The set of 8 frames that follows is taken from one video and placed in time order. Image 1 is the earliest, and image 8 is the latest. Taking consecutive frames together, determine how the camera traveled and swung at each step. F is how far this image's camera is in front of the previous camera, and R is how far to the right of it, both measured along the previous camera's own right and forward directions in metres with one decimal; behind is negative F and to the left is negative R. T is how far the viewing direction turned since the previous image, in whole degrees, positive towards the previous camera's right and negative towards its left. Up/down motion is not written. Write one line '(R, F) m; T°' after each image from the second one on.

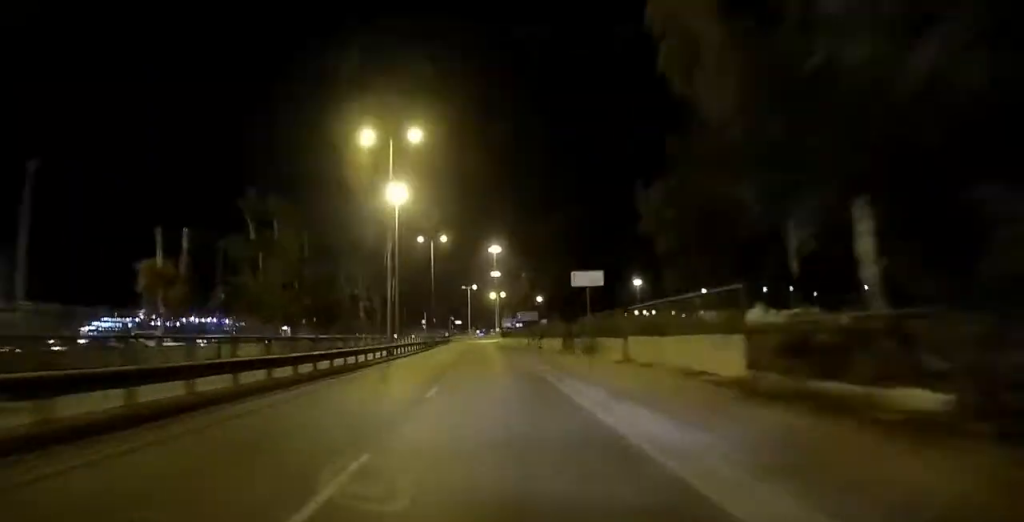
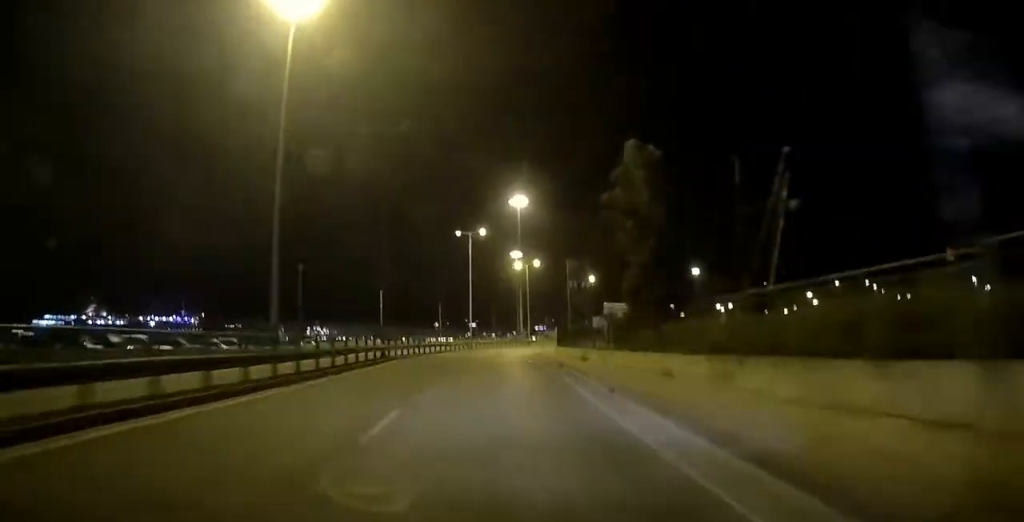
(-0.3, +78.4) m; +7°
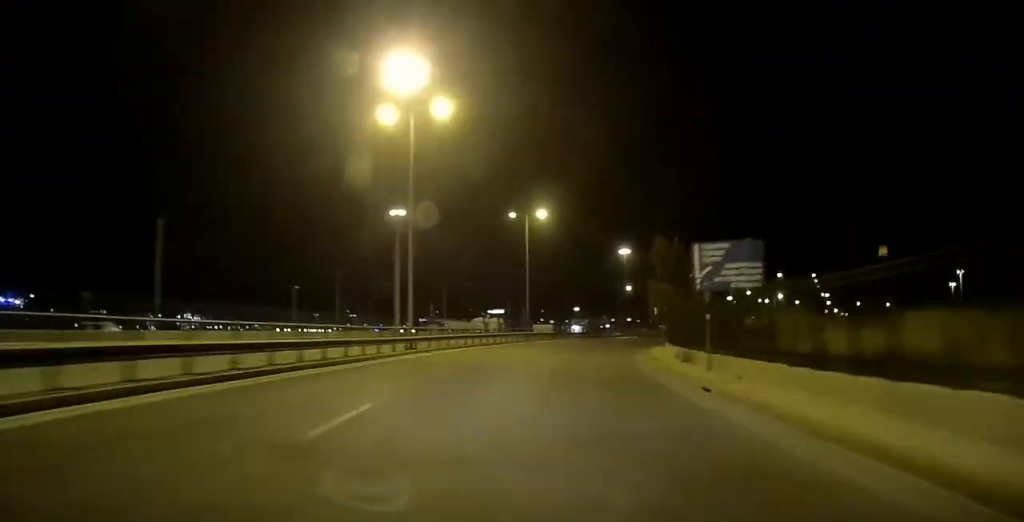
(+7.4, +65.0) m; +15°
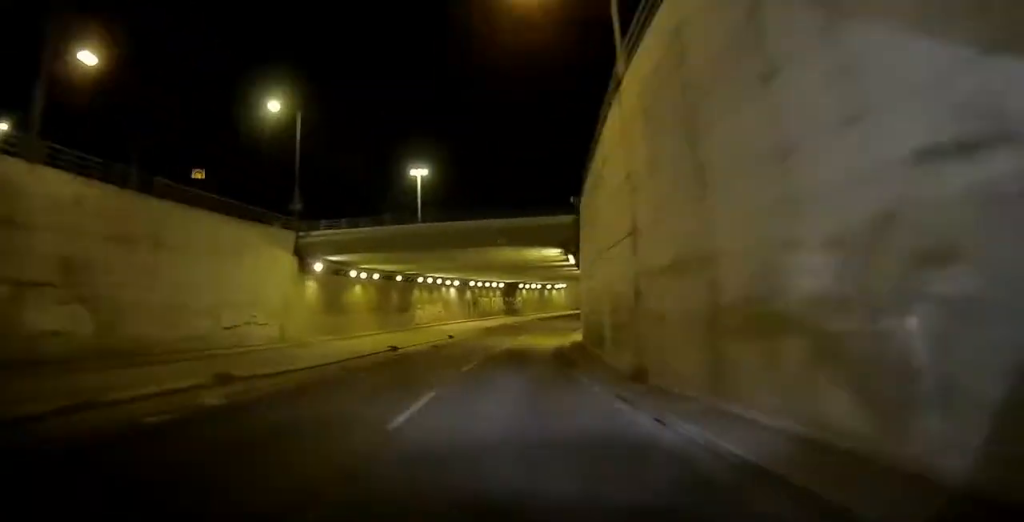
(+122.5, +195.6) m; +59°
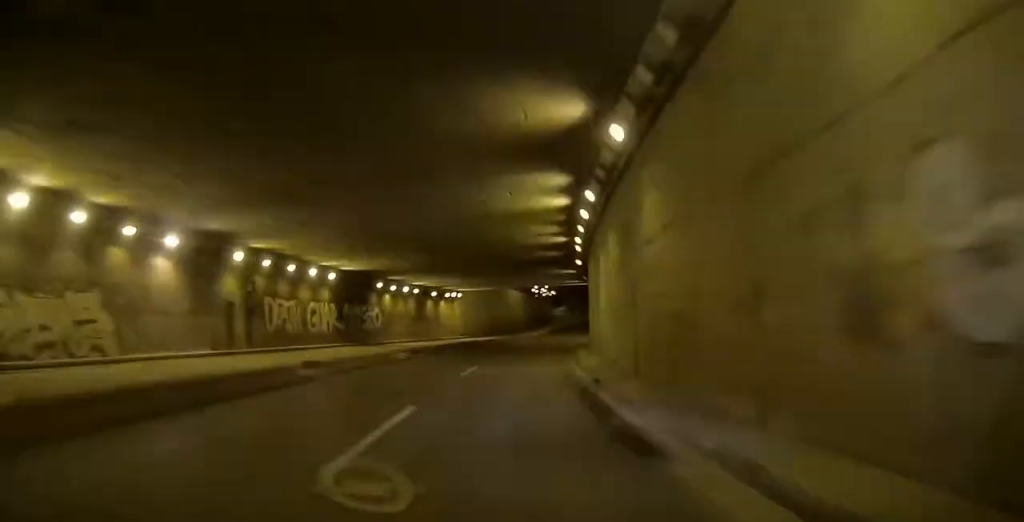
(-0.6, +47.2) m; +9°
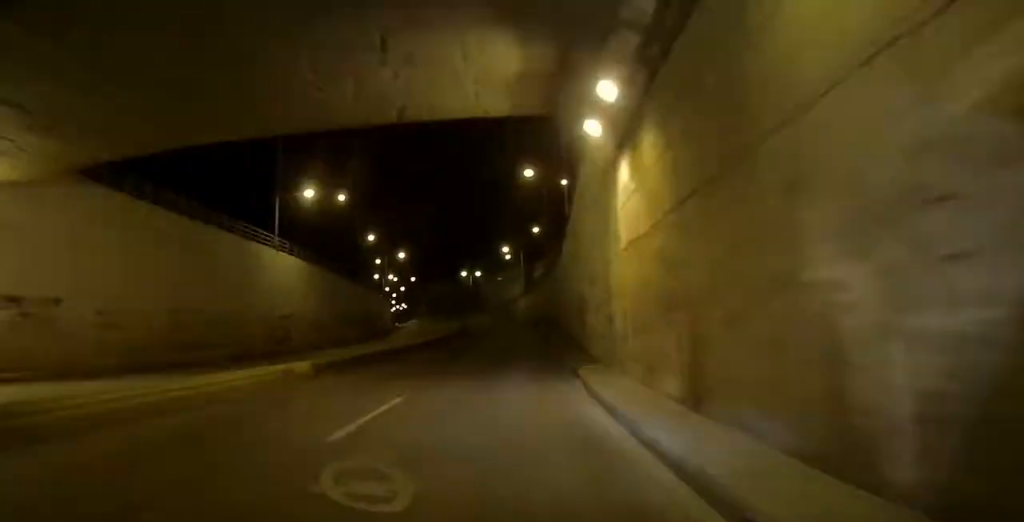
(+9.4, +55.8) m; +4°
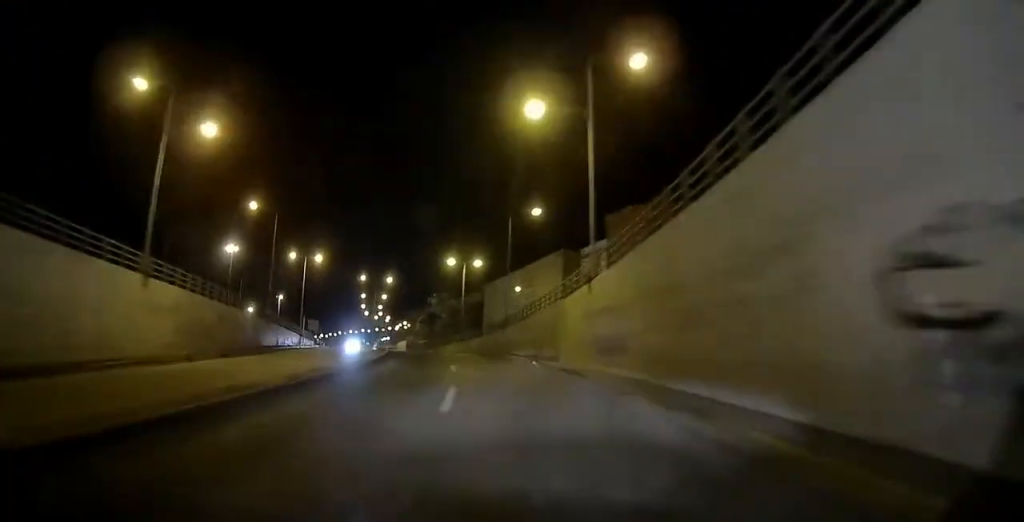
(+8.4, +56.7) m; +1°
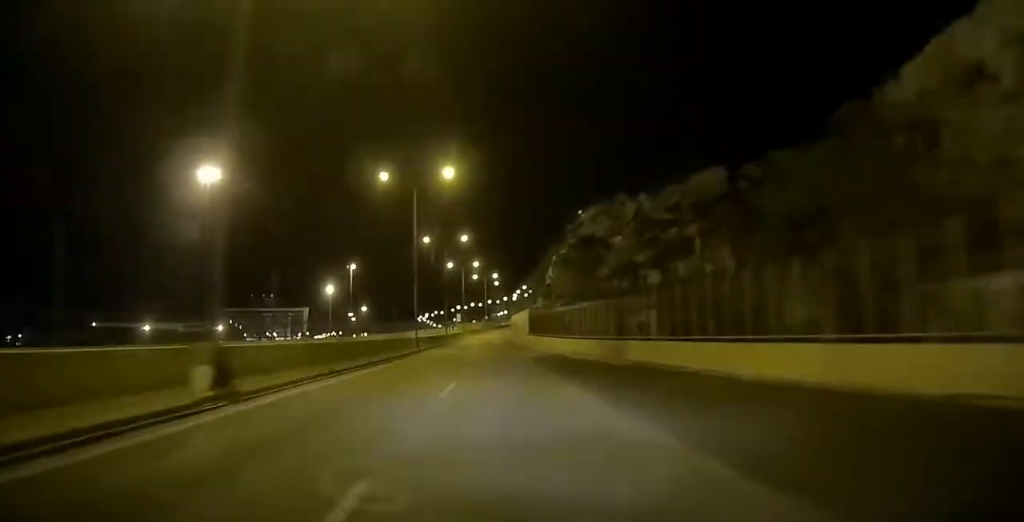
(-14.1, +100.2) m; -8°
